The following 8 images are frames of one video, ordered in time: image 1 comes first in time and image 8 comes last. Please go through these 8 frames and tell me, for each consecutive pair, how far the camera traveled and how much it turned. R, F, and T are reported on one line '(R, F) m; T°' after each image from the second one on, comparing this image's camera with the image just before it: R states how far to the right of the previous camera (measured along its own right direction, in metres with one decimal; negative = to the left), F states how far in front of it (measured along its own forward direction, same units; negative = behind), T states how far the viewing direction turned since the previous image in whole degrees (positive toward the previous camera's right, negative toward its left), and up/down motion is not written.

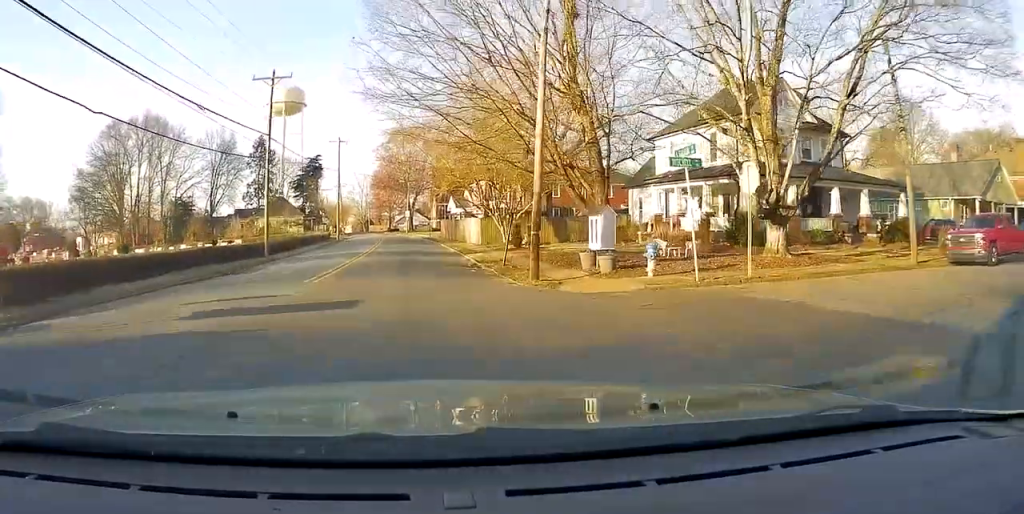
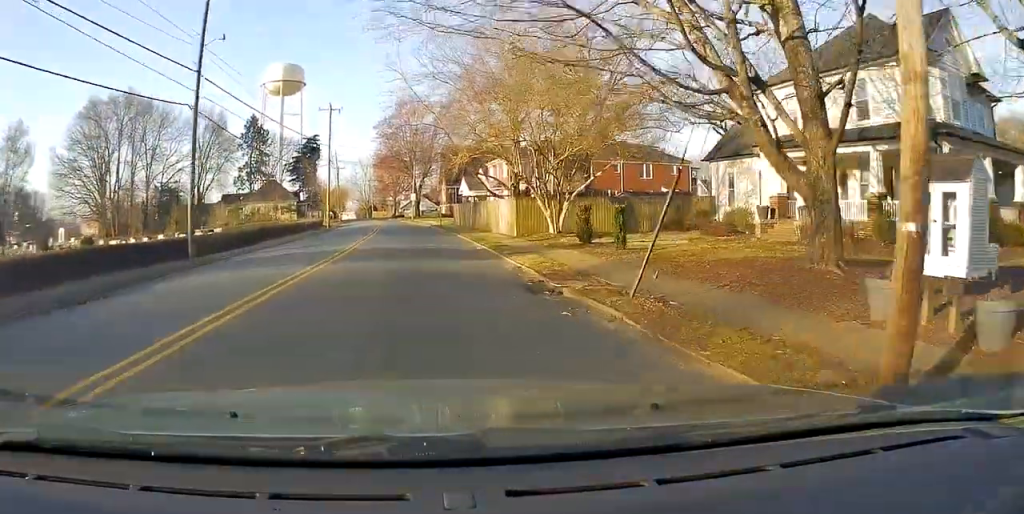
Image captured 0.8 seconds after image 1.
(+0.5, +12.3) m; 0°
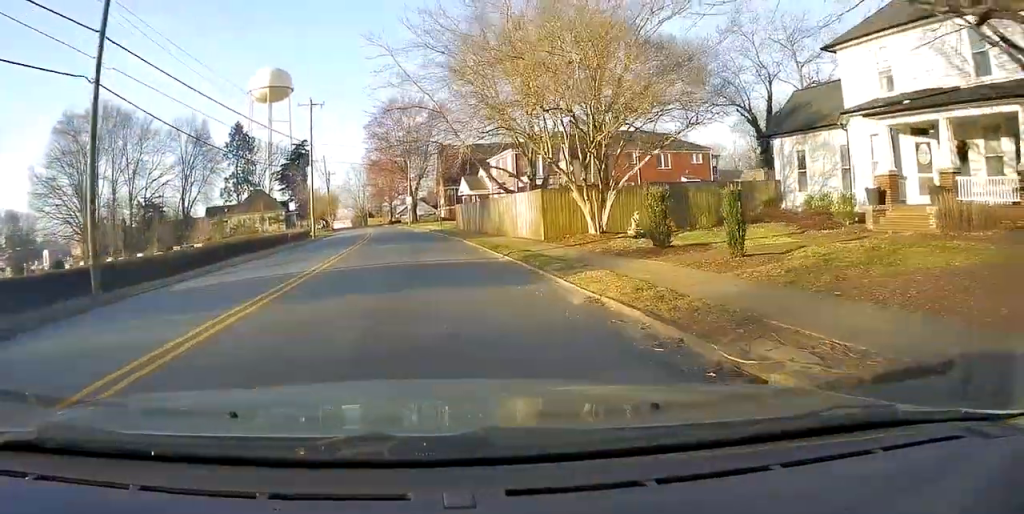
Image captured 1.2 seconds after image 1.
(+0.1, +6.9) m; -1°
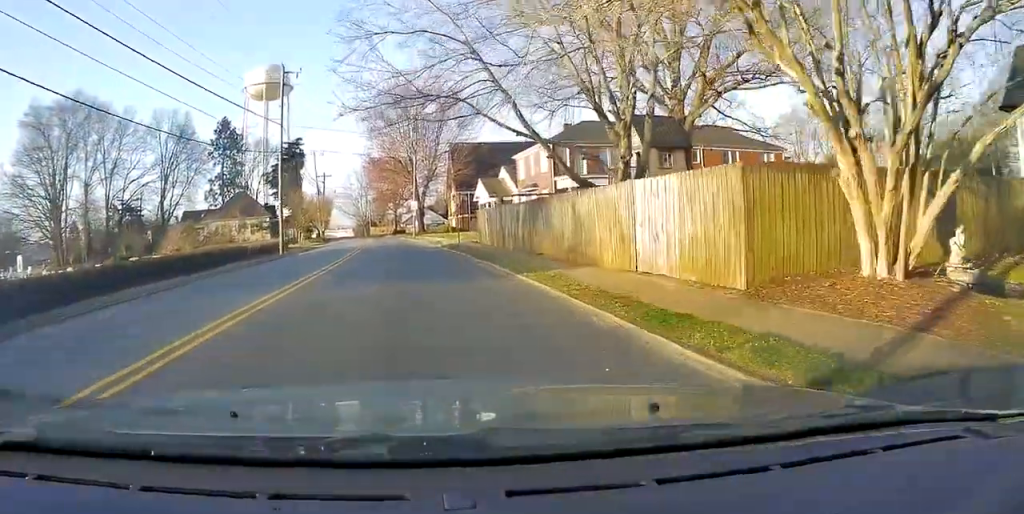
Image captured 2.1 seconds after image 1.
(-0.5, +13.8) m; -3°
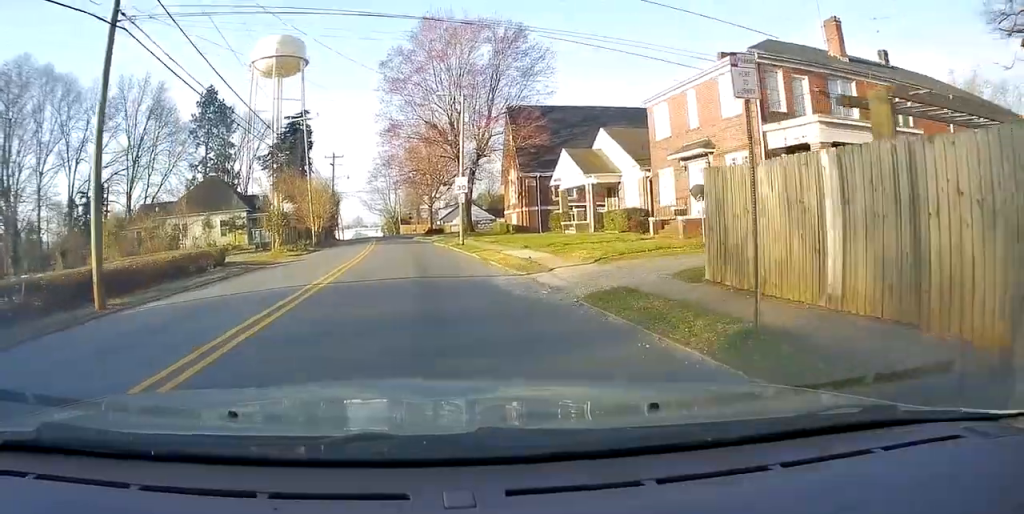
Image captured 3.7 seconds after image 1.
(-0.2, +25.2) m; -1°
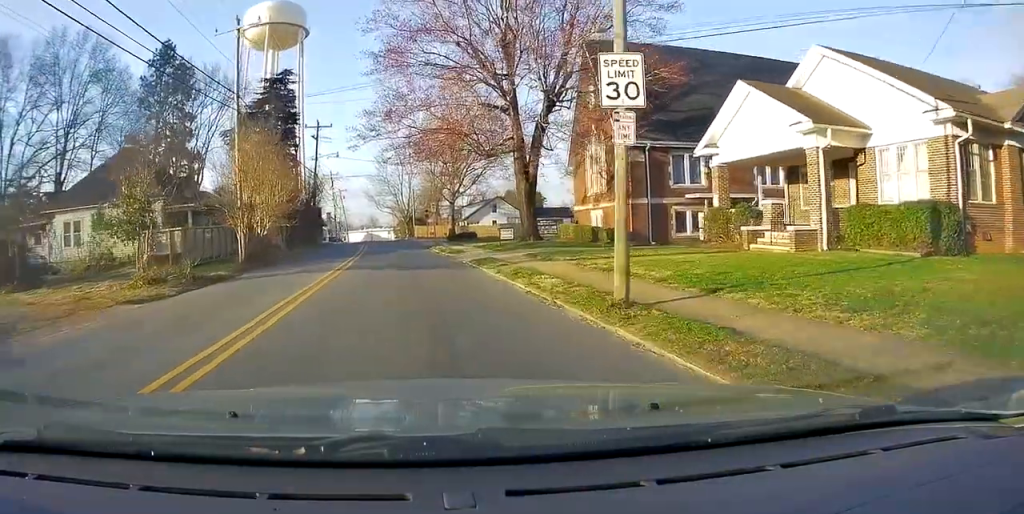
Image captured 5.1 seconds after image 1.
(-1.0, +22.3) m; -4°
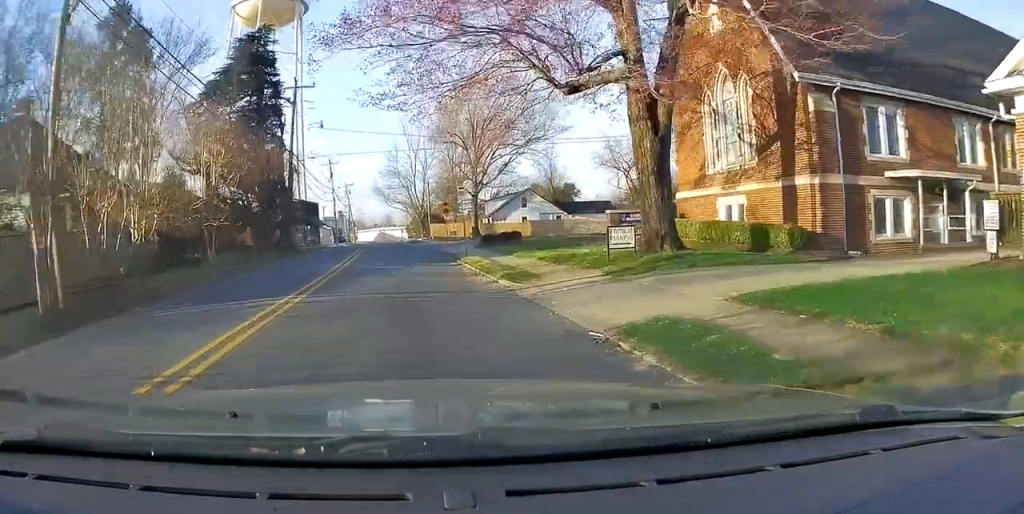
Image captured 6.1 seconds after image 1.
(0.0, +14.2) m; -1°
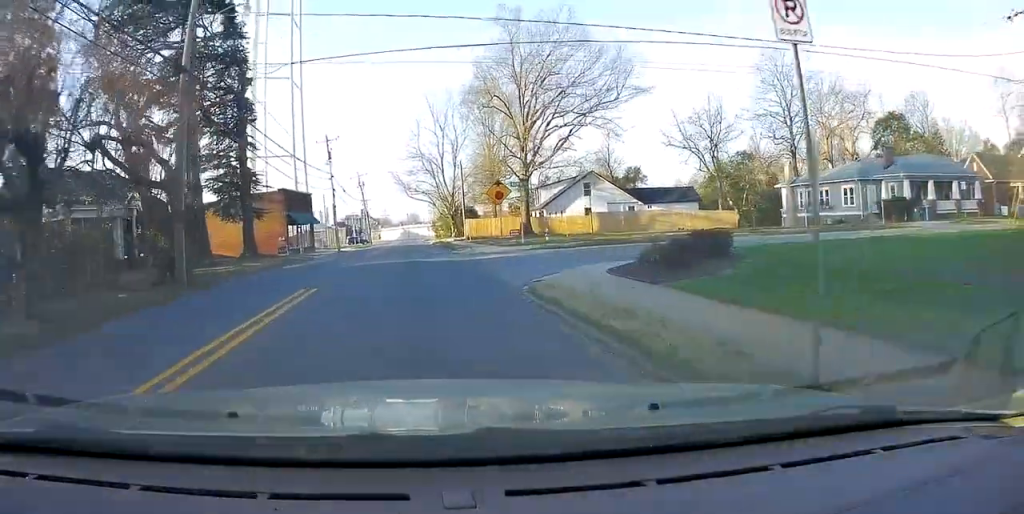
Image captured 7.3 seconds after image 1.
(-0.5, +19.2) m; -2°
